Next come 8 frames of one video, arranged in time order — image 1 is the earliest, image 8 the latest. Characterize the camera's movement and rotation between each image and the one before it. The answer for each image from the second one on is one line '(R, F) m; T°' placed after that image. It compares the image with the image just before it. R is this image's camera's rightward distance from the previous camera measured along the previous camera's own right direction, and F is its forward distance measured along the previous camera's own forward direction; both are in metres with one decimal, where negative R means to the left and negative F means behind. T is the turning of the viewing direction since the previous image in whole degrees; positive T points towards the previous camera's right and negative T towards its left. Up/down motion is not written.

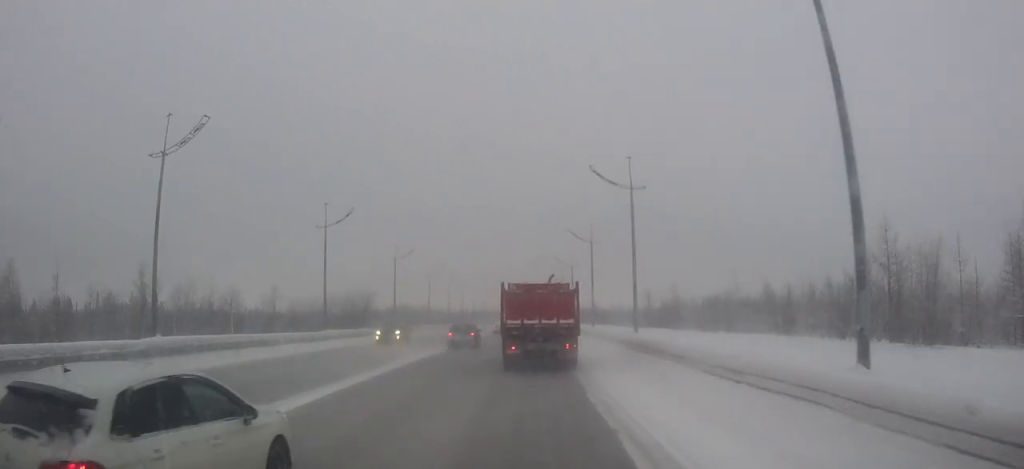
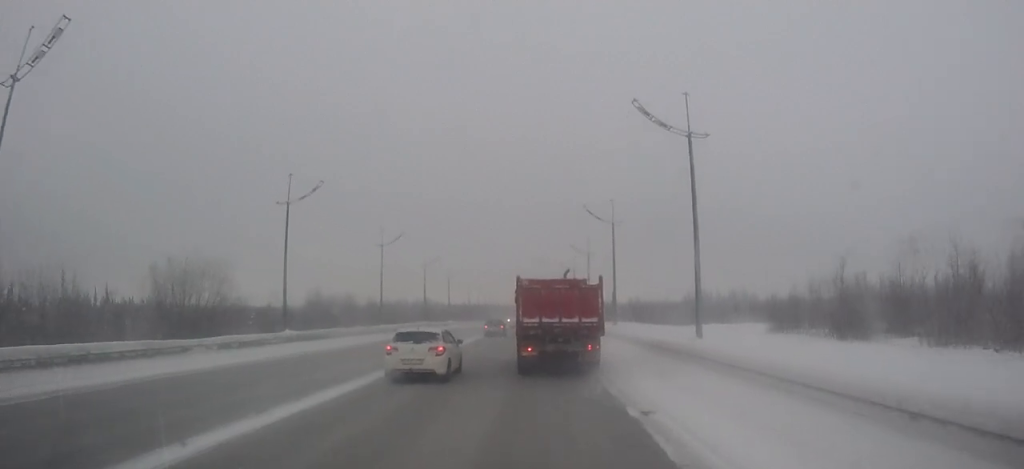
(-0.2, +36.0) m; 0°
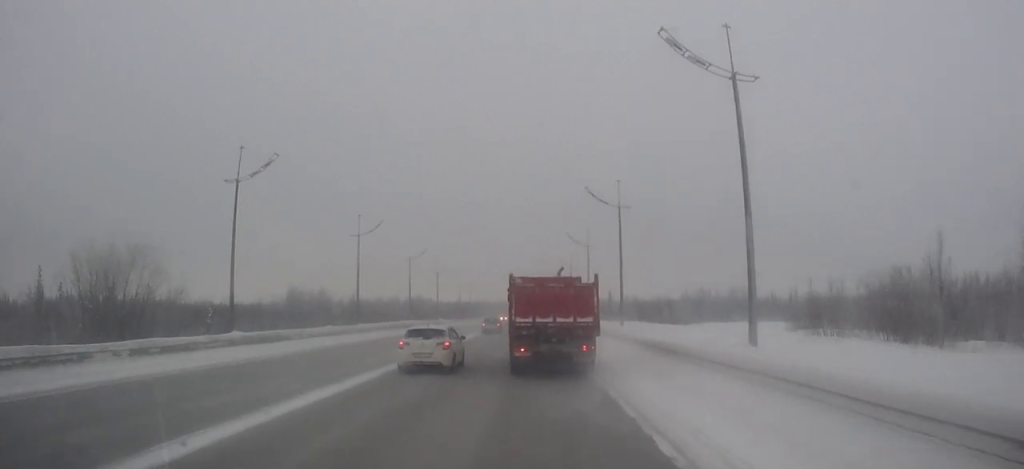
(0.0, +6.6) m; 0°
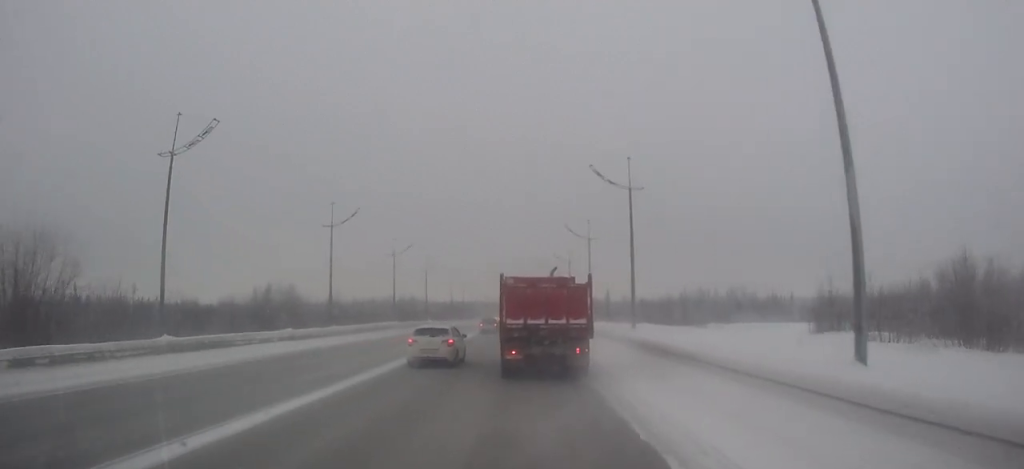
(0.0, +6.6) m; 0°
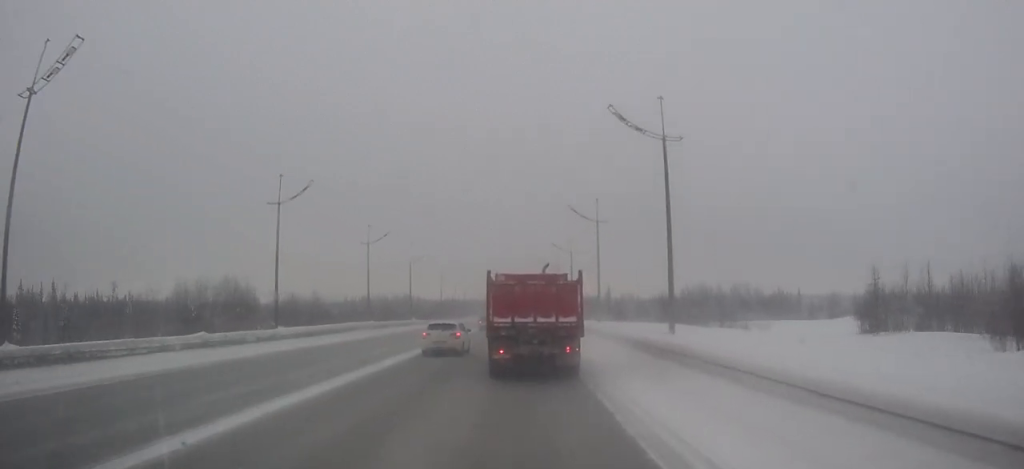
(0.0, +10.5) m; 0°
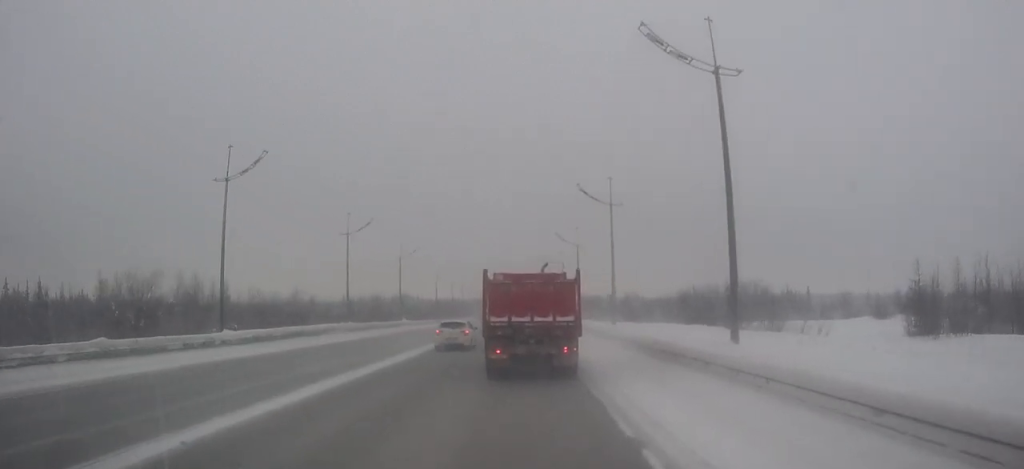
(0.0, +8.0) m; 0°
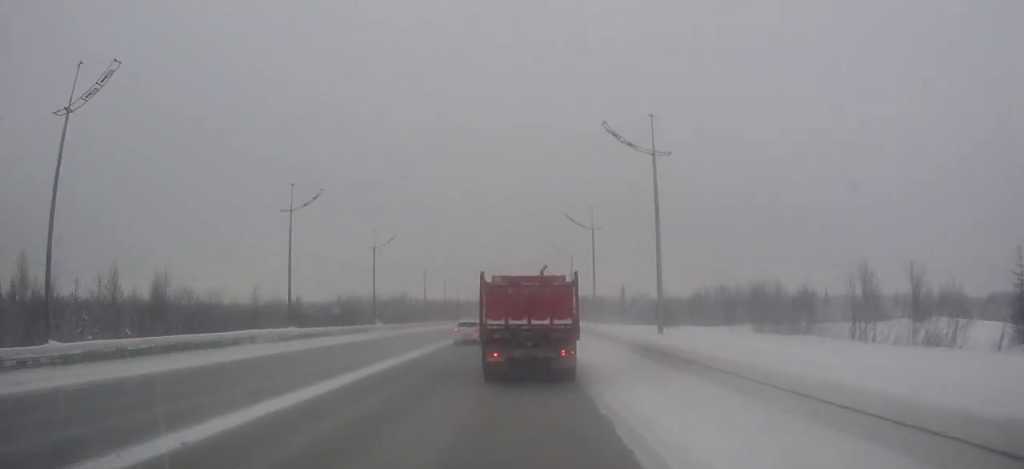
(0.0, +14.8) m; 0°
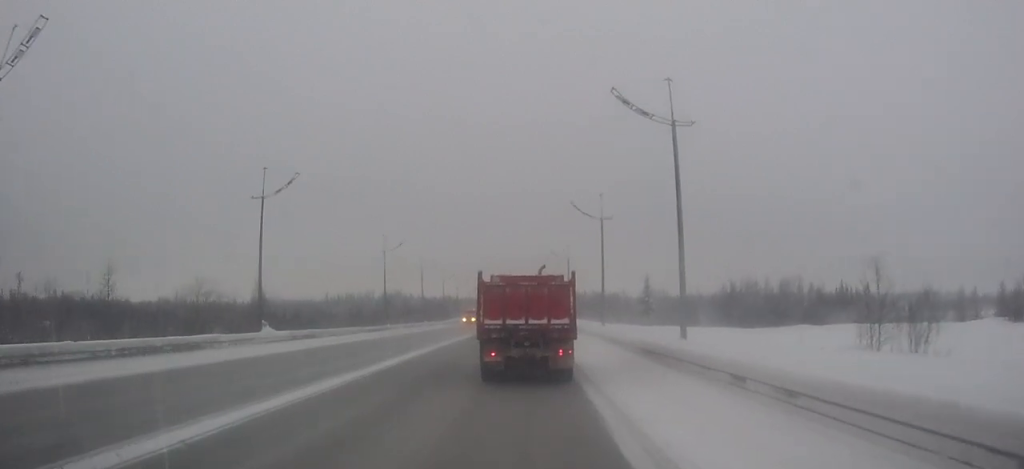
(0.0, +30.2) m; 0°
